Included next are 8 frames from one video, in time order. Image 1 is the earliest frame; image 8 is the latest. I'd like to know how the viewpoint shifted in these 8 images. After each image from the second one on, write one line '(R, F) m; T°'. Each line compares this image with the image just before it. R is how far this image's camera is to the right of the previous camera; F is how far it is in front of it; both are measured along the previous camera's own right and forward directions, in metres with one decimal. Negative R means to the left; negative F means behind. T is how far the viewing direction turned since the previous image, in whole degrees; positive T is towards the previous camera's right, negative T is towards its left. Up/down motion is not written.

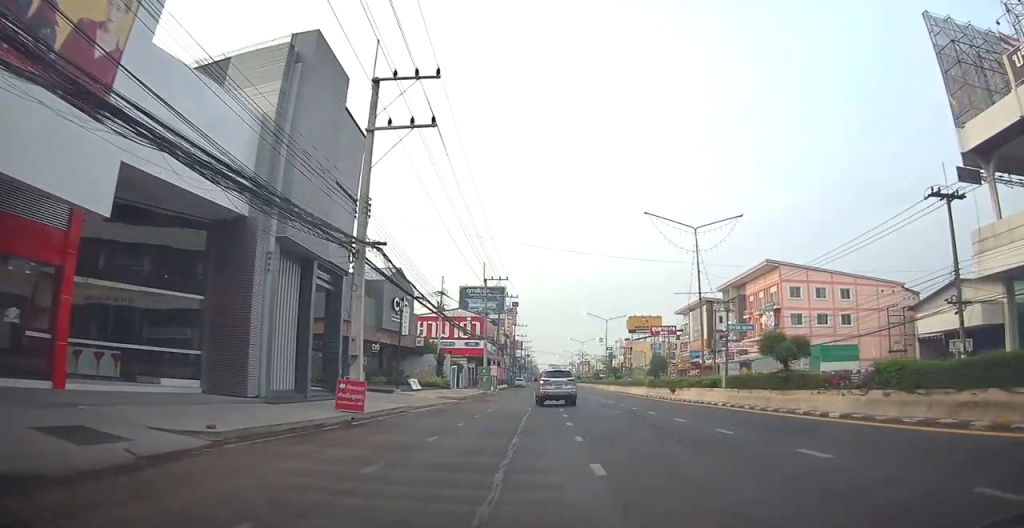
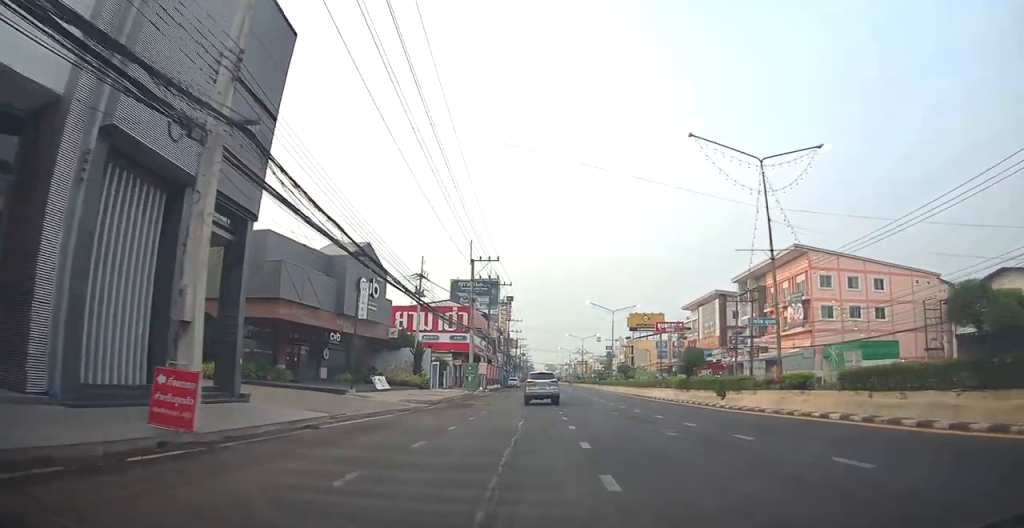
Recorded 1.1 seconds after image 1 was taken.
(-0.1, +9.0) m; -5°
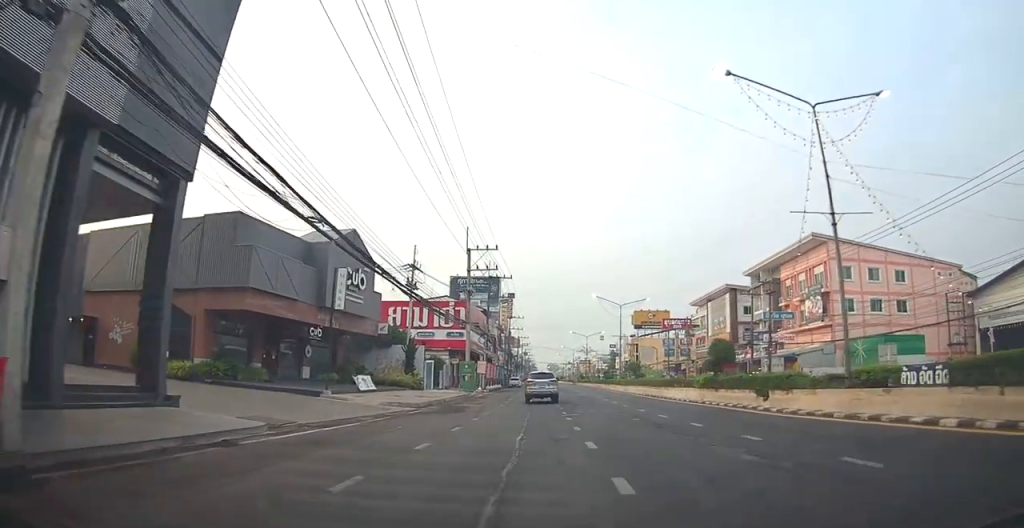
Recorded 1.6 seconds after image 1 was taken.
(-0.3, +4.0) m; -3°
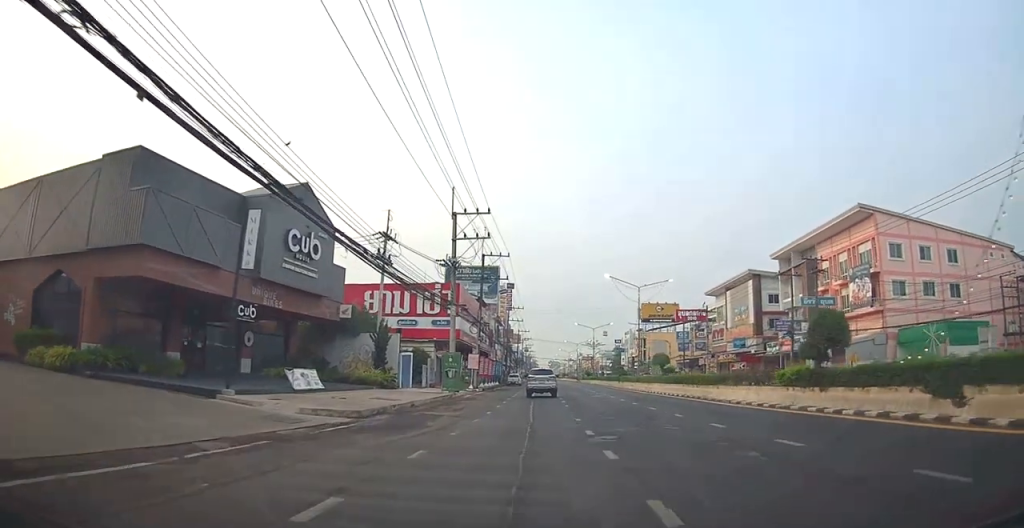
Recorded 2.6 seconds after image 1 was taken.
(-0.6, +9.1) m; -1°
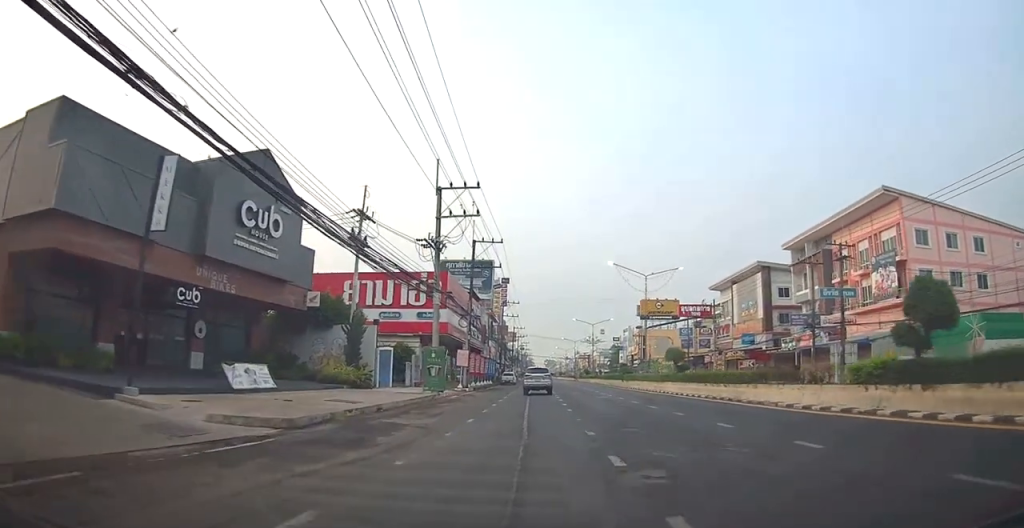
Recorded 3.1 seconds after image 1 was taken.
(-0.2, +4.6) m; +3°
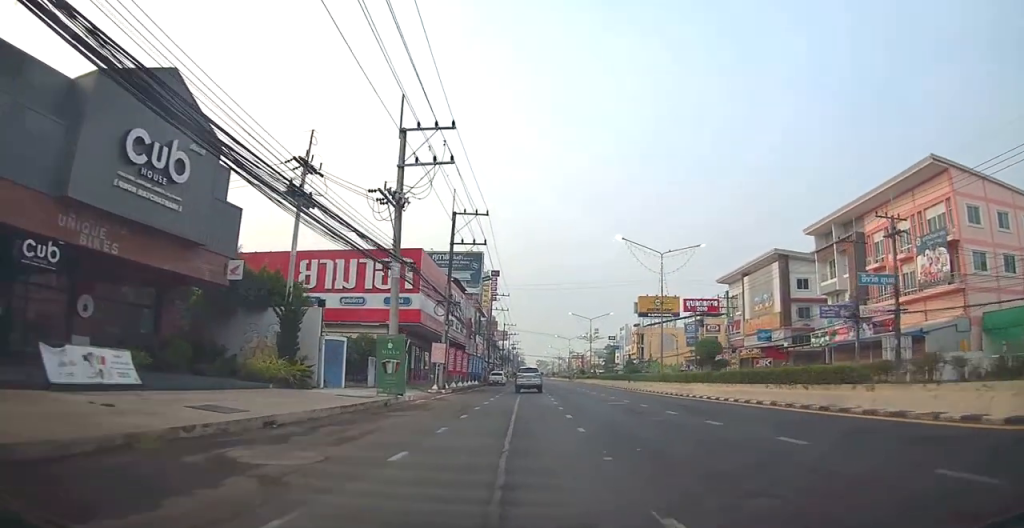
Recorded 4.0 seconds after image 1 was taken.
(+0.8, +7.8) m; +2°
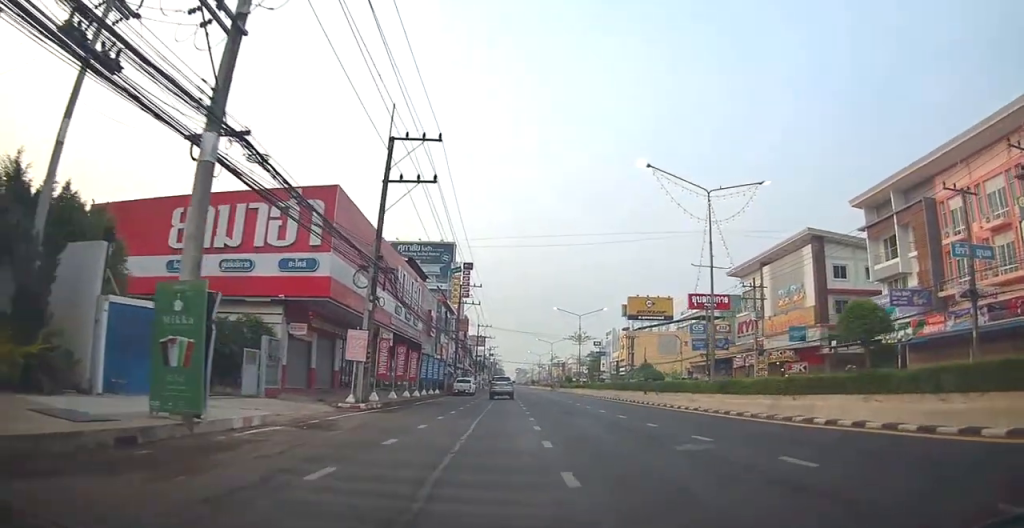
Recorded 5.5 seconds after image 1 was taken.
(-0.1, +13.5) m; +4°
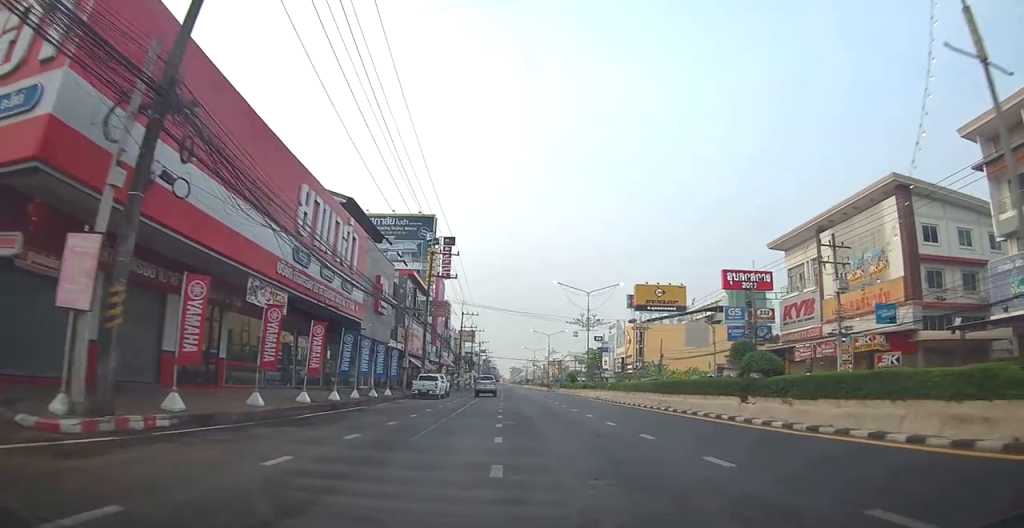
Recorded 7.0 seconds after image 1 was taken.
(+1.6, +15.9) m; +6°
